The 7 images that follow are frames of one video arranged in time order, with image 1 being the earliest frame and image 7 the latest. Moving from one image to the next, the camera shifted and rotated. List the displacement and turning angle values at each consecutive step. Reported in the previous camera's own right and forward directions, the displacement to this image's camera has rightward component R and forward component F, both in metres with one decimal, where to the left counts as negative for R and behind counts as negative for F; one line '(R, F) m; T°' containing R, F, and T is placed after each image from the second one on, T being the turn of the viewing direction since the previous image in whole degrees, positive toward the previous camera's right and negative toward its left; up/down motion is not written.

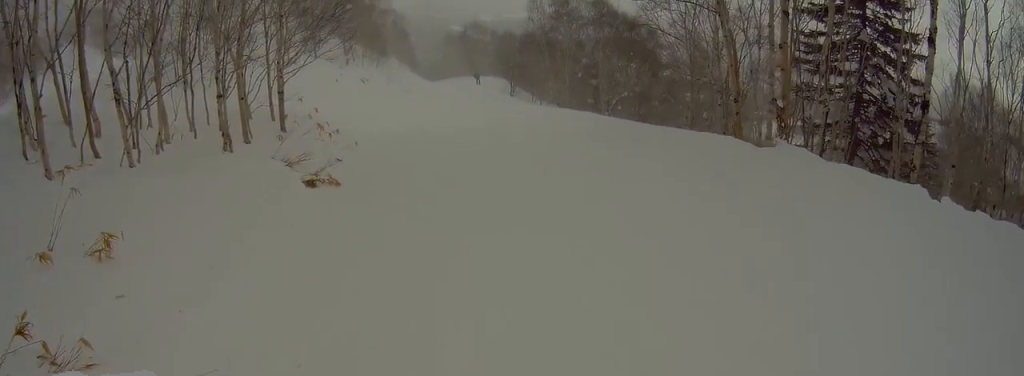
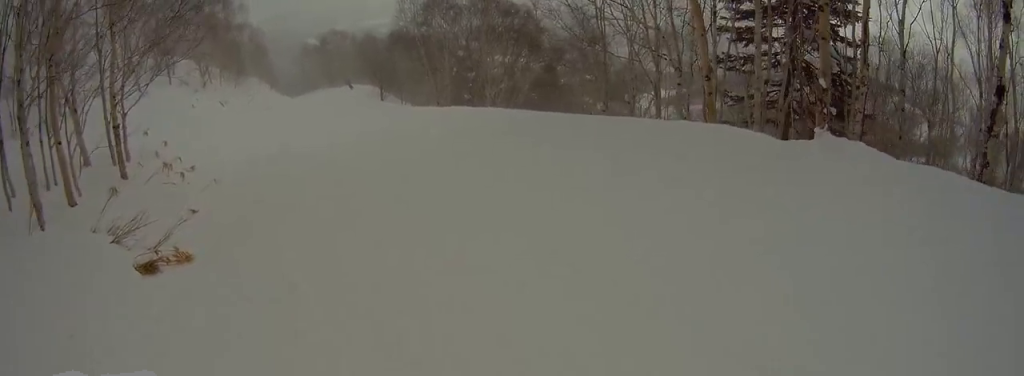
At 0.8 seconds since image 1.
(+0.7, +4.6) m; +4°
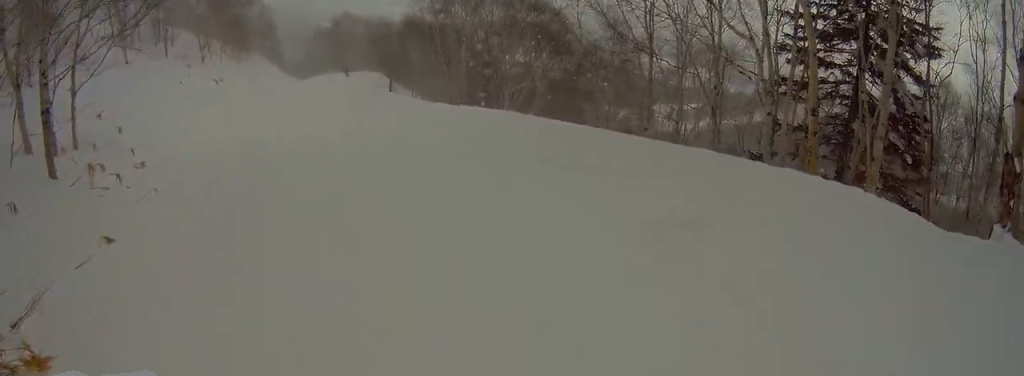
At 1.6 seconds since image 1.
(-0.3, +4.0) m; -7°
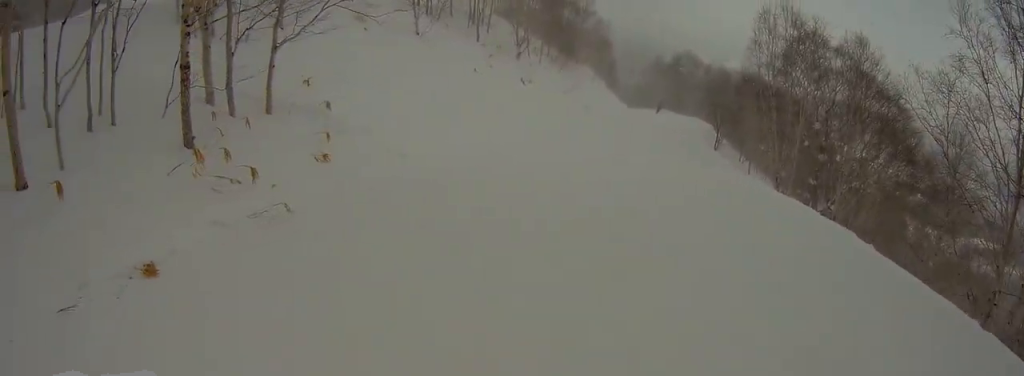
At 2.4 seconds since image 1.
(-0.1, +5.0) m; -14°
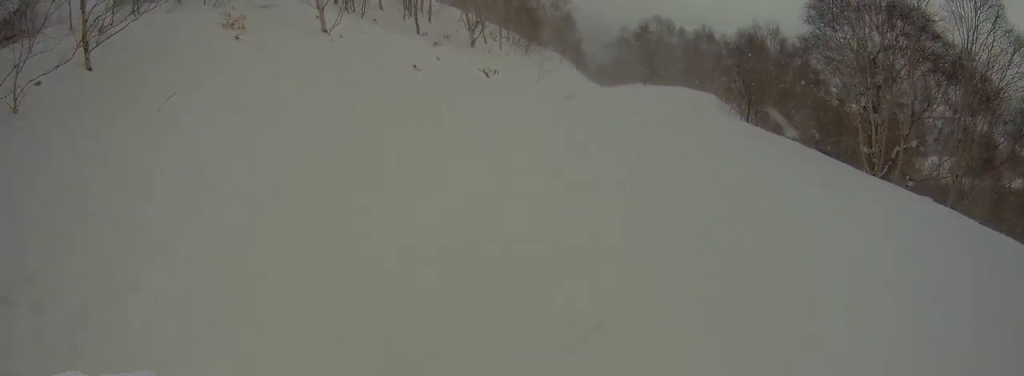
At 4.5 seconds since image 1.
(-2.9, +10.2) m; -3°
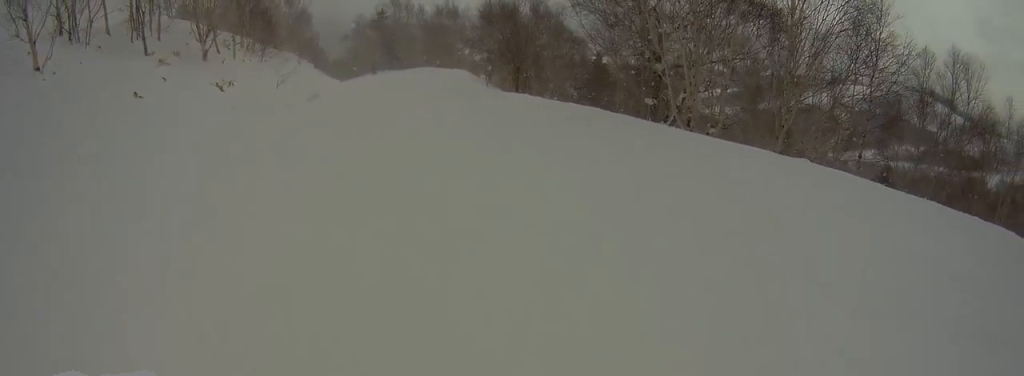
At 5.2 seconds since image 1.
(+1.0, +3.7) m; +11°
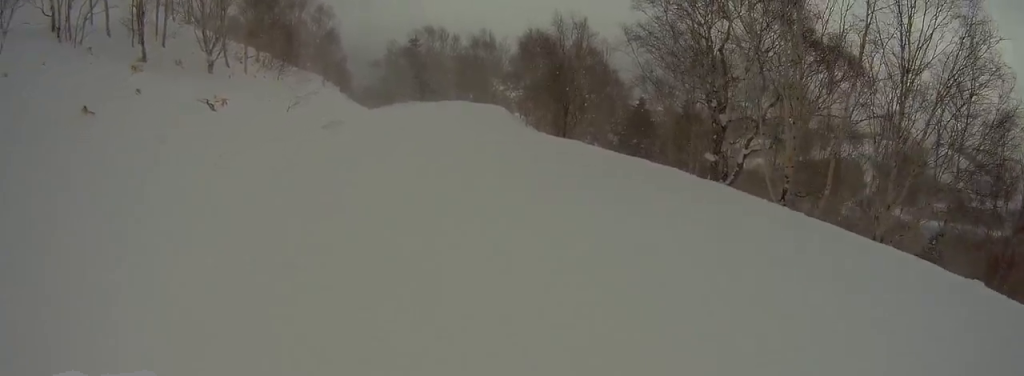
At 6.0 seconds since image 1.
(+0.3, +4.1) m; +5°
